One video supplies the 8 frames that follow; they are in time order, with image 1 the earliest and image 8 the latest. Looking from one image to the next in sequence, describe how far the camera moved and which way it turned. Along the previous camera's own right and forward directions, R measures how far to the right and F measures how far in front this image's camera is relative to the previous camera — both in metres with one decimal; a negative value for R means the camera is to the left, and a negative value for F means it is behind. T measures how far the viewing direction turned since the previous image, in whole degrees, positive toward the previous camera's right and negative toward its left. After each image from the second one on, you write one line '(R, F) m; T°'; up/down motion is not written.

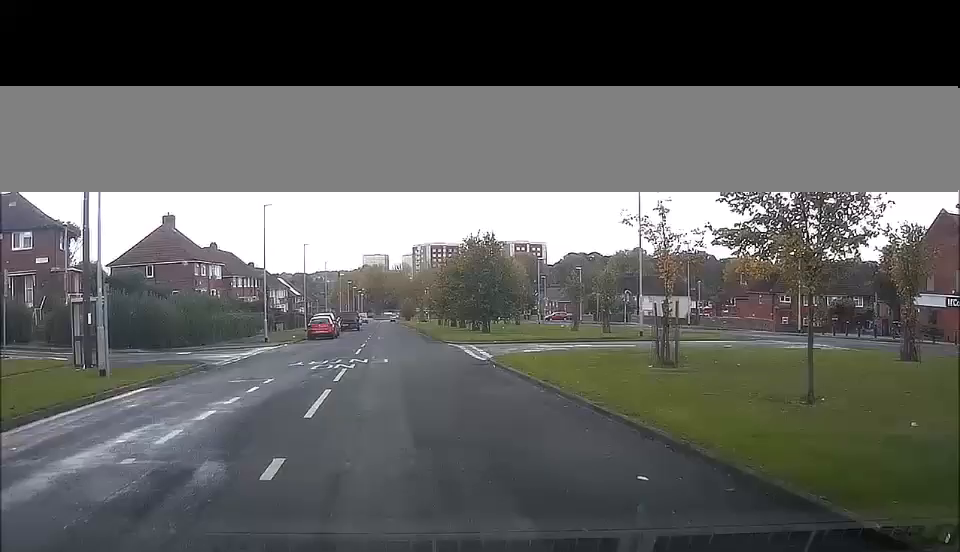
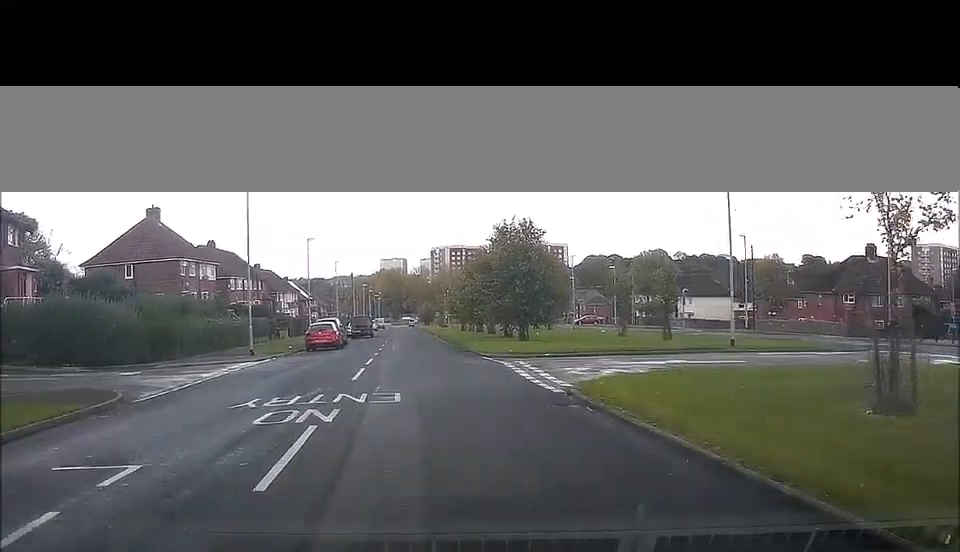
(-0.3, +10.2) m; -2°
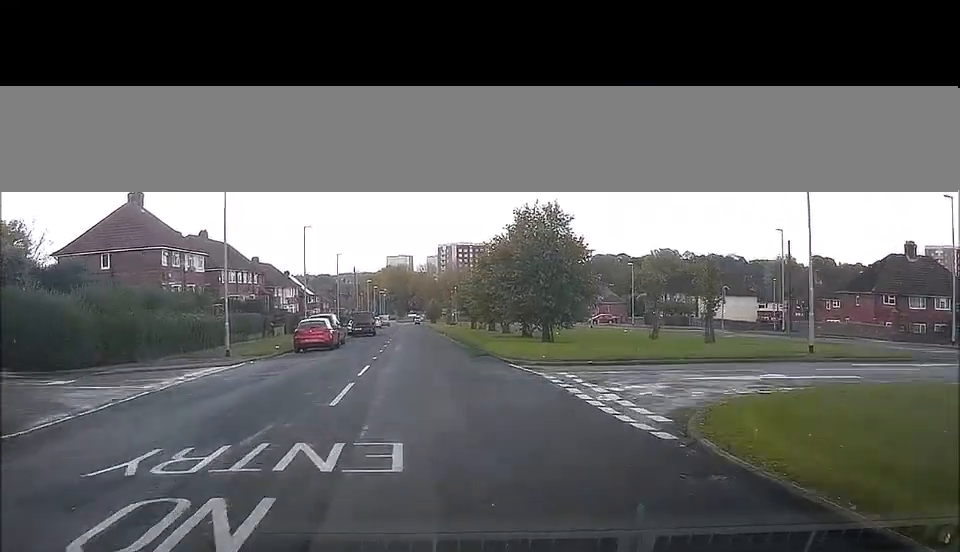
(-0.1, +6.5) m; 0°
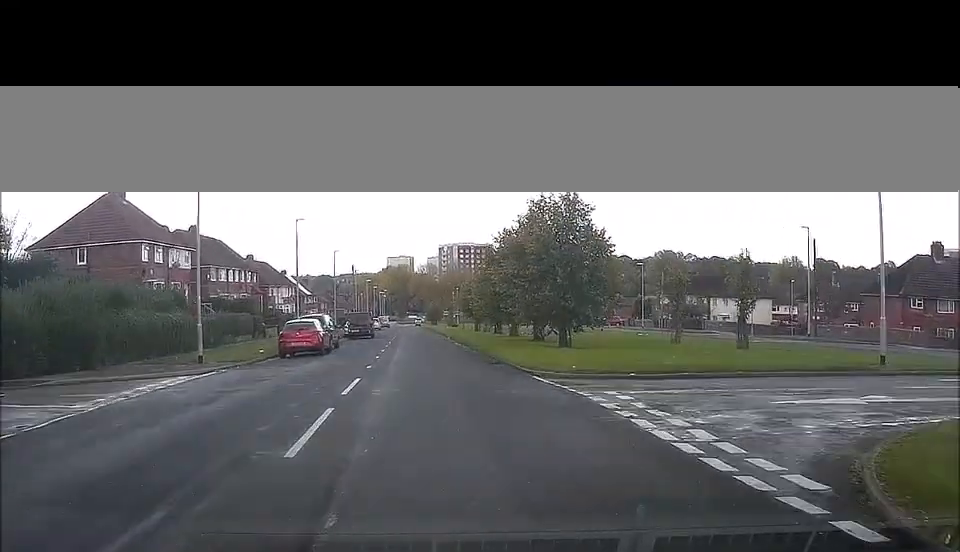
(-0.1, +4.5) m; +1°
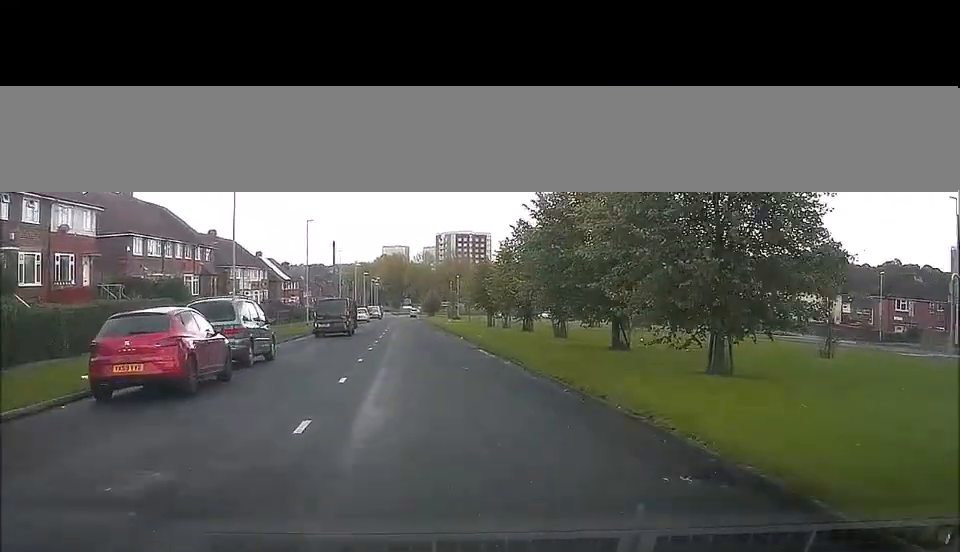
(+0.4, +19.2) m; 0°
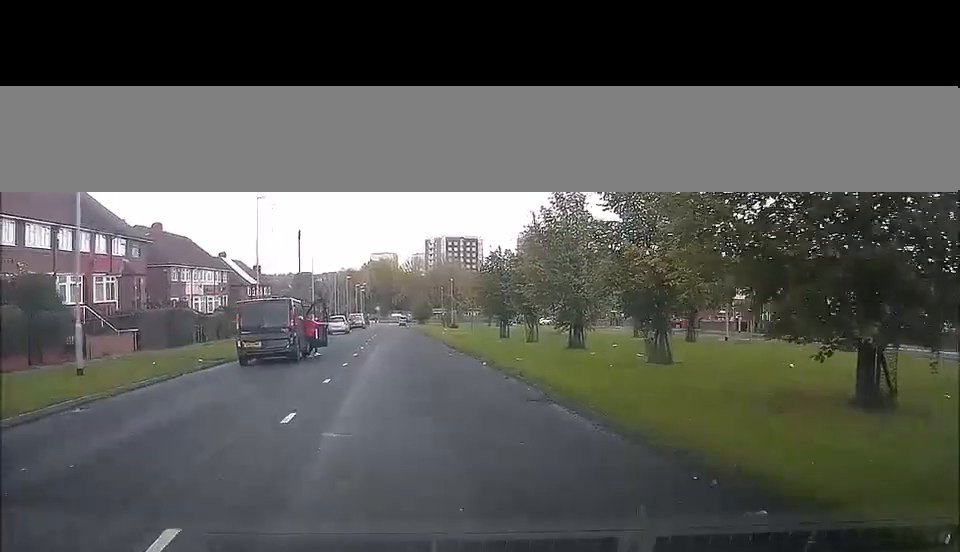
(0.0, +16.5) m; +2°
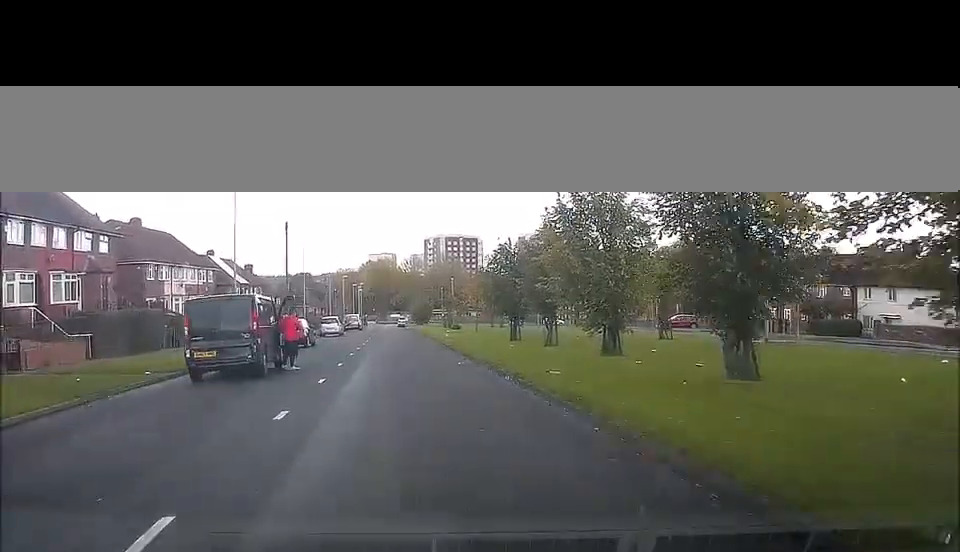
(+0.2, +5.8) m; 0°
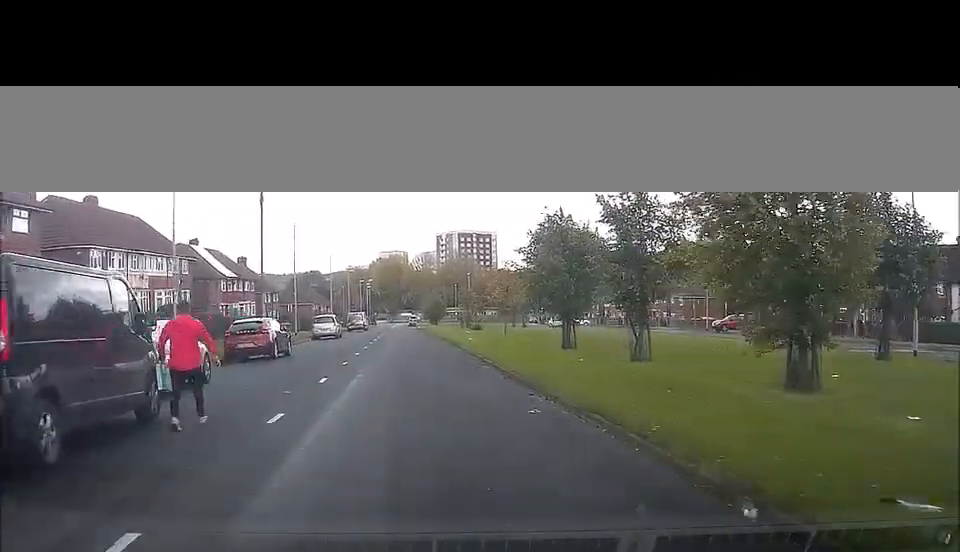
(-0.2, +12.6) m; 0°
